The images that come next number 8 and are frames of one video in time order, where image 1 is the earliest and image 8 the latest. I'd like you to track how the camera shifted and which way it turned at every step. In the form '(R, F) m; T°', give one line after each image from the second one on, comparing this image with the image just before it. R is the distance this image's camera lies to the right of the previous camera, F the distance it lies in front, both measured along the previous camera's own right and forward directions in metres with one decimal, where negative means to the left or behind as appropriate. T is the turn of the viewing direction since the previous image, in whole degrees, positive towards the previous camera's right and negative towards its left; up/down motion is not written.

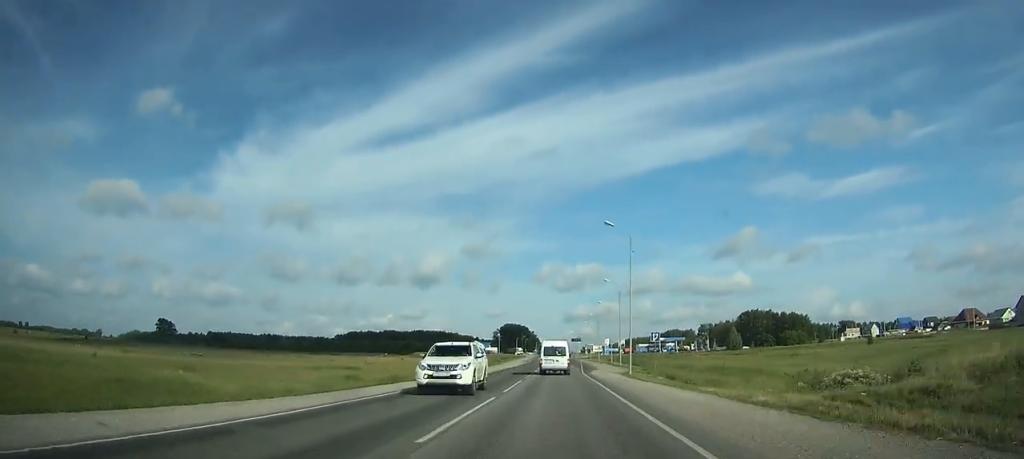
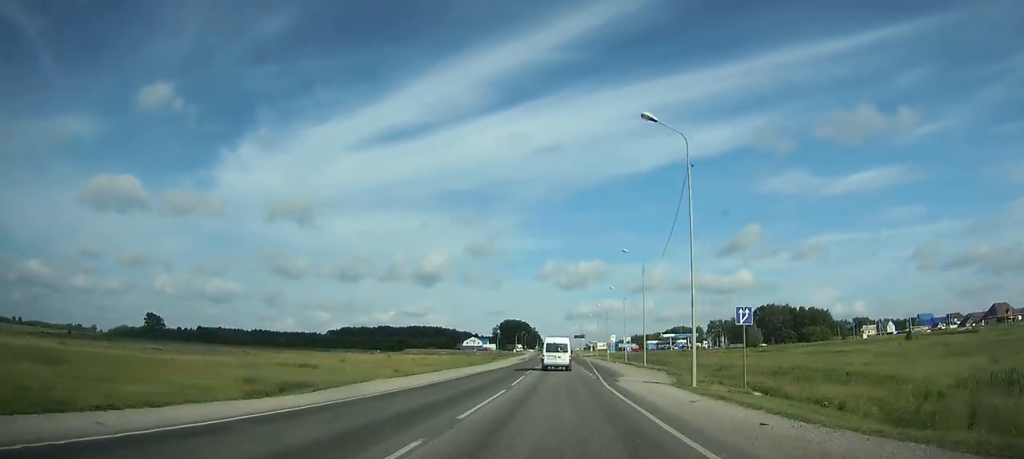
(0.0, +20.7) m; 0°
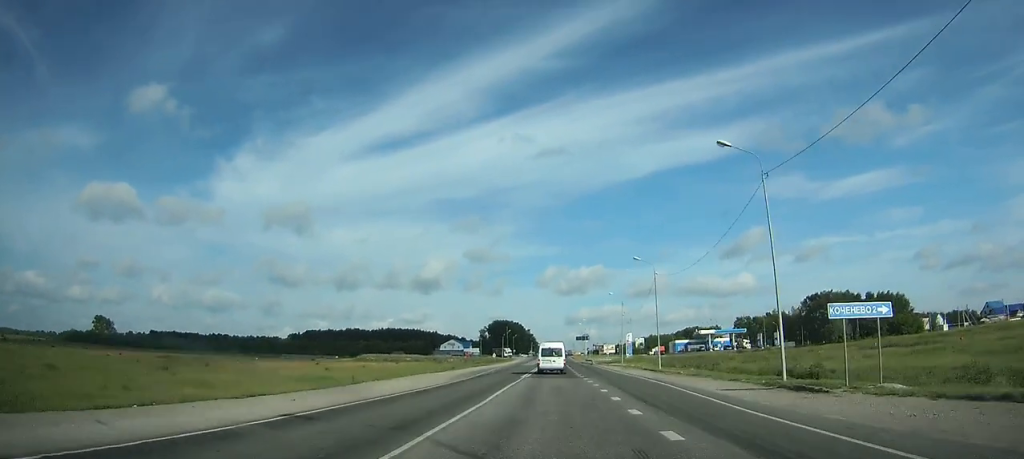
(-0.2, +63.6) m; 0°
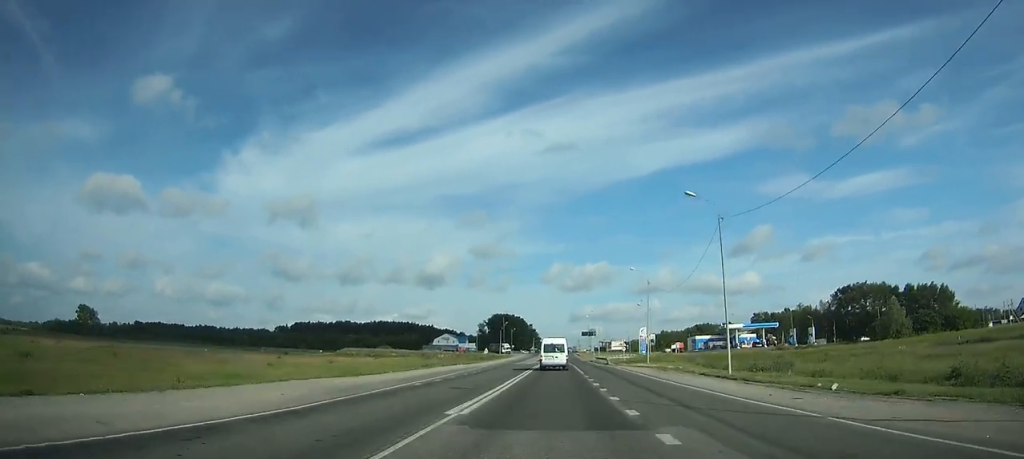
(0.0, +25.2) m; 0°
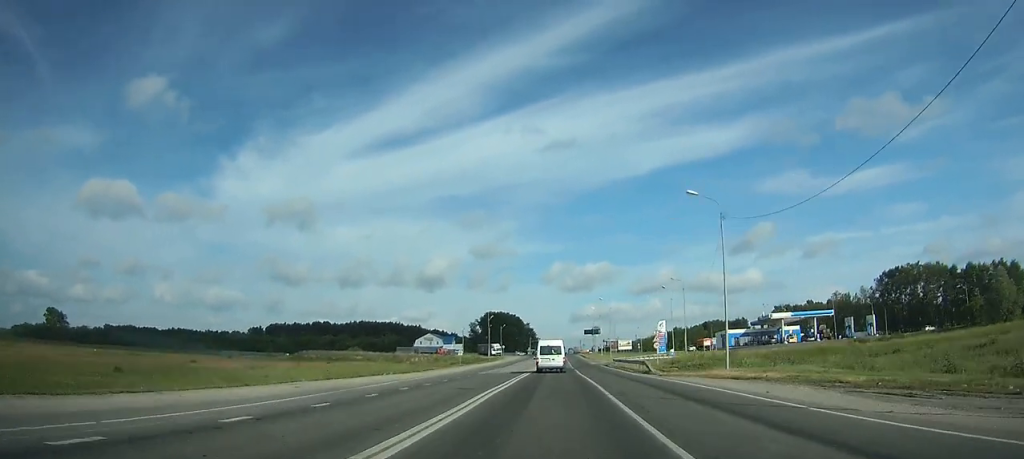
(0.0, +35.1) m; 0°
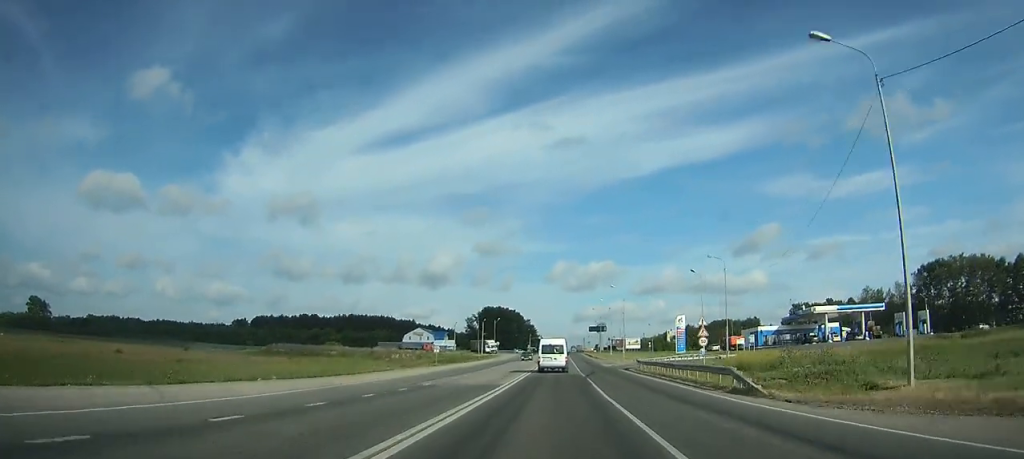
(0.0, +20.7) m; 0°
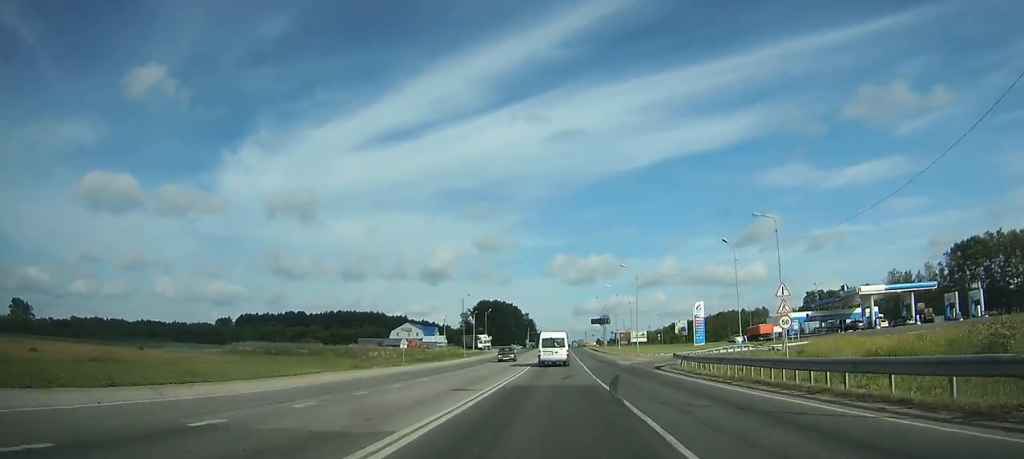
(0.0, +16.7) m; 0°
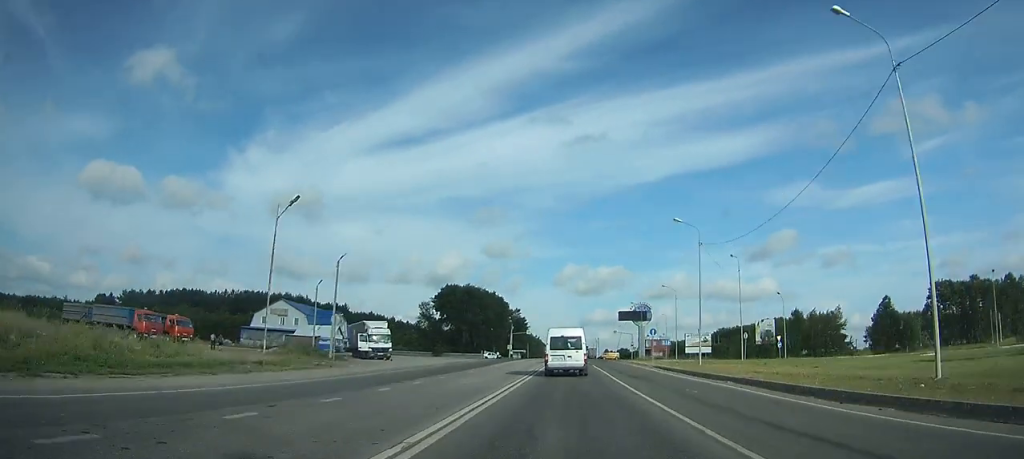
(-0.3, +86.7) m; 0°
